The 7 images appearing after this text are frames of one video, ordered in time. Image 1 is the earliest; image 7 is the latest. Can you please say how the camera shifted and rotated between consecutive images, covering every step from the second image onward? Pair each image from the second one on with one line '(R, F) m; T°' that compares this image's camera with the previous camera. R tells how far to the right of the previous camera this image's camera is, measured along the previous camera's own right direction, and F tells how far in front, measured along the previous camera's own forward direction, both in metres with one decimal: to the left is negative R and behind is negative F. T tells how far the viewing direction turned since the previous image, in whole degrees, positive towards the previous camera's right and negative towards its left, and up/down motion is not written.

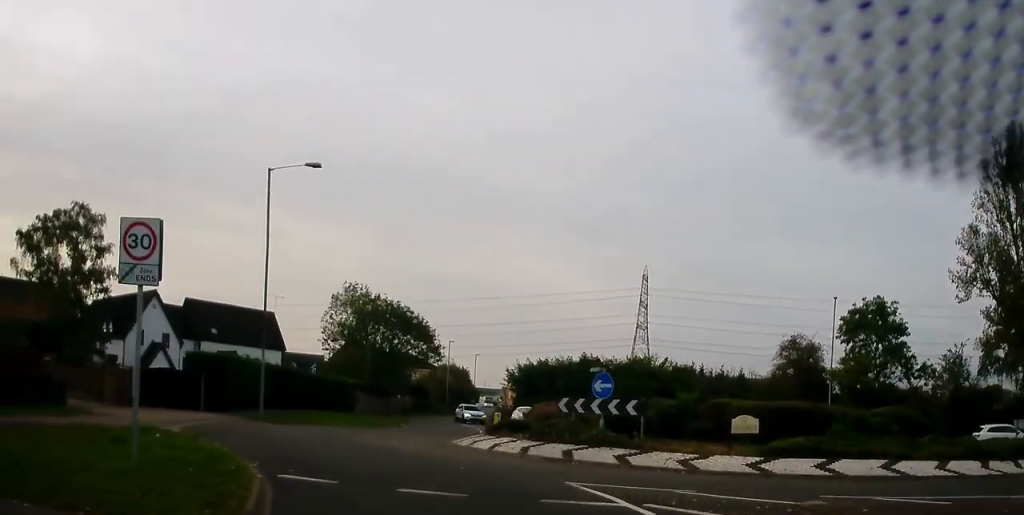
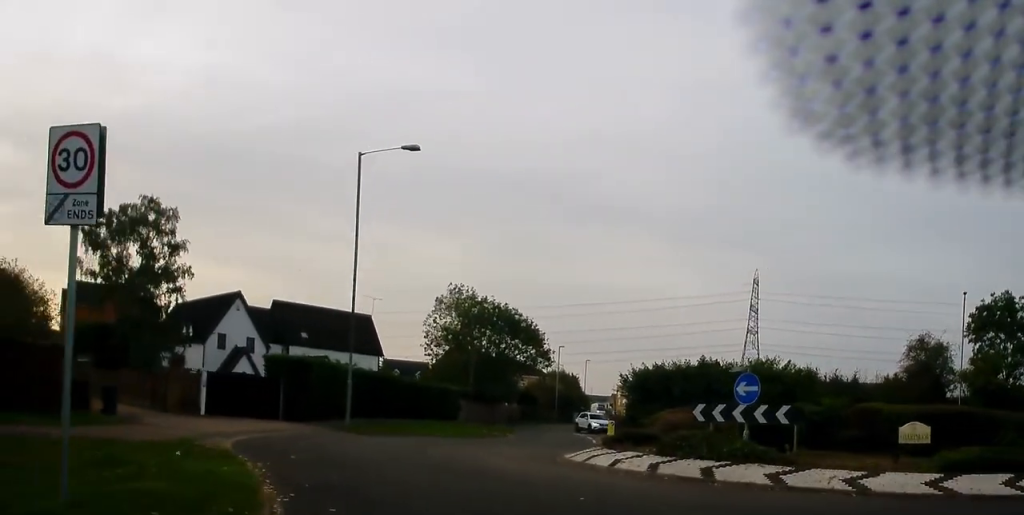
(-0.1, +4.1) m; -6°
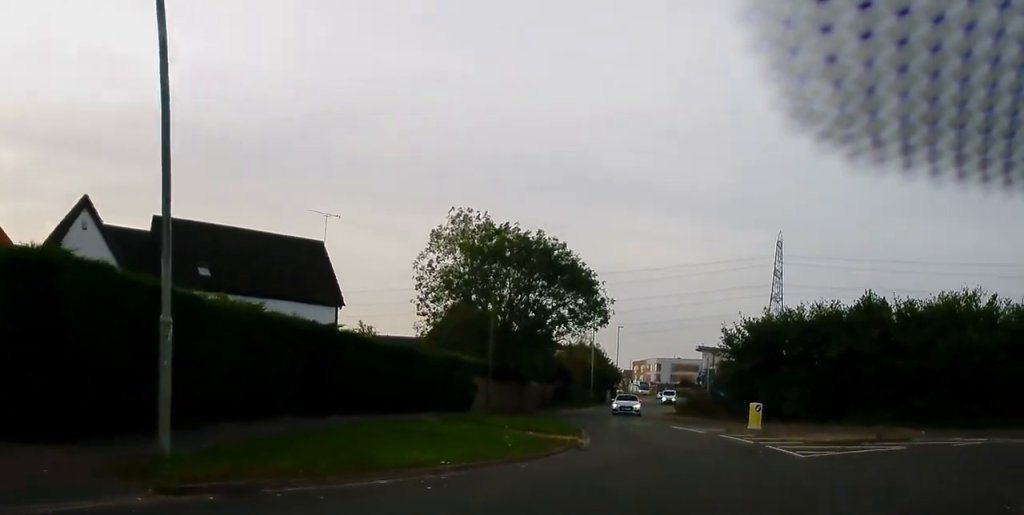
(-4.0, +22.6) m; -1°
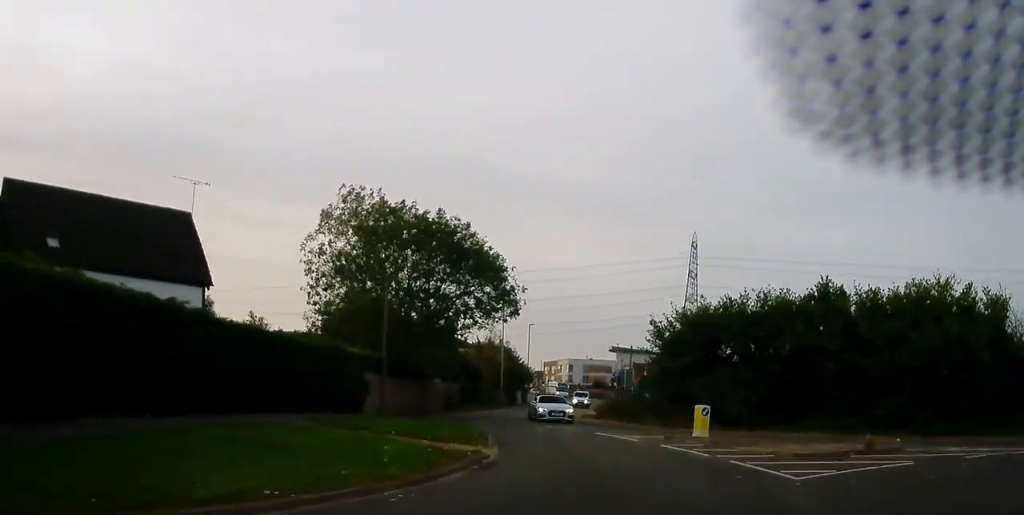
(+0.6, +5.3) m; +5°
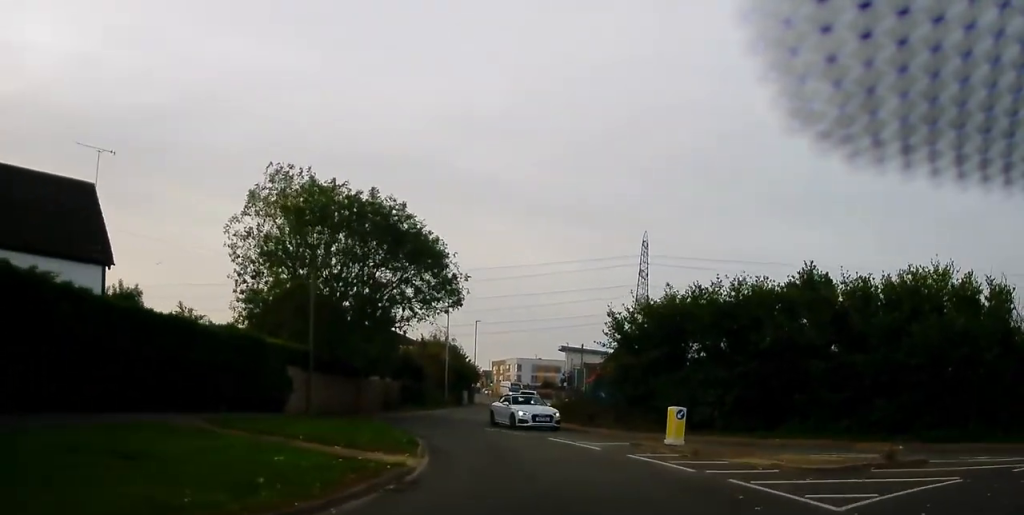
(+0.2, +3.9) m; +3°
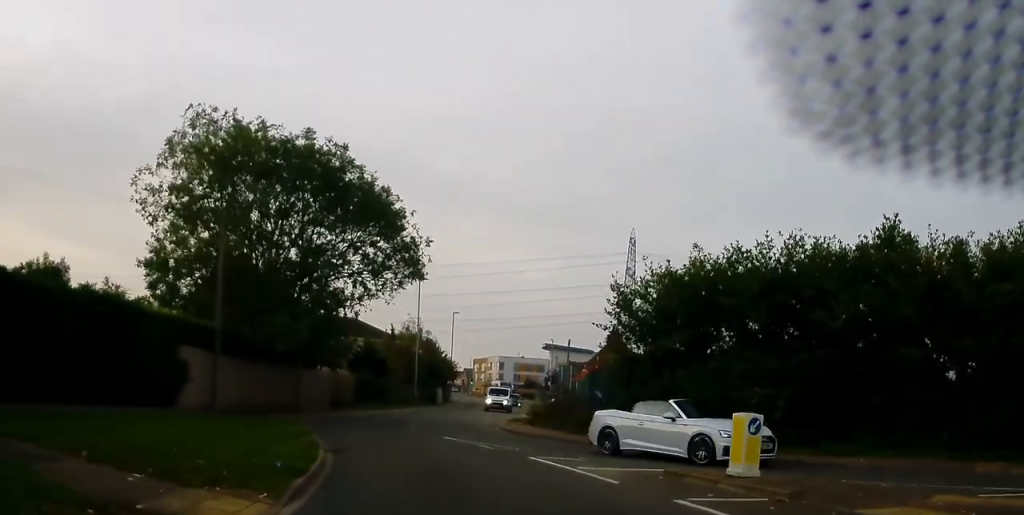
(+0.1, +8.1) m; -1°
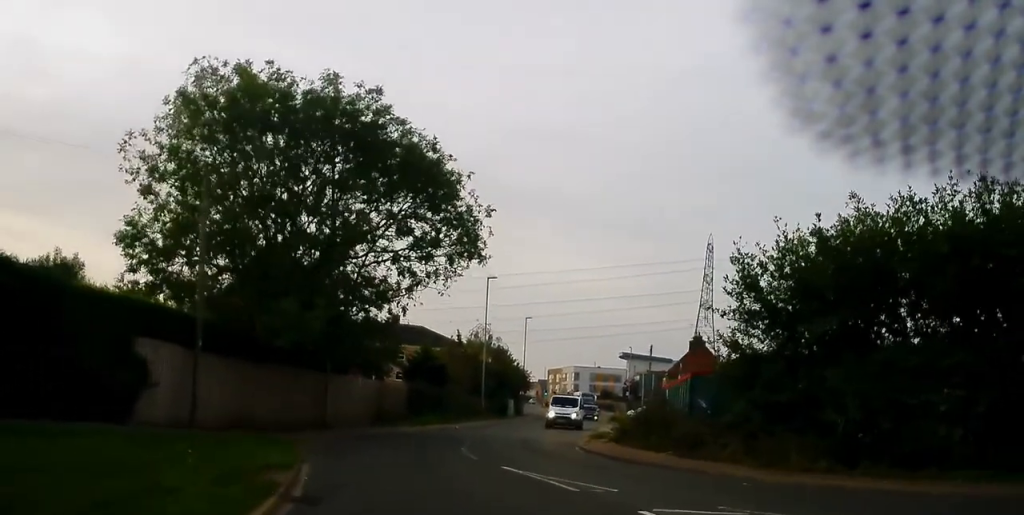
(-0.1, +6.5) m; -5°
